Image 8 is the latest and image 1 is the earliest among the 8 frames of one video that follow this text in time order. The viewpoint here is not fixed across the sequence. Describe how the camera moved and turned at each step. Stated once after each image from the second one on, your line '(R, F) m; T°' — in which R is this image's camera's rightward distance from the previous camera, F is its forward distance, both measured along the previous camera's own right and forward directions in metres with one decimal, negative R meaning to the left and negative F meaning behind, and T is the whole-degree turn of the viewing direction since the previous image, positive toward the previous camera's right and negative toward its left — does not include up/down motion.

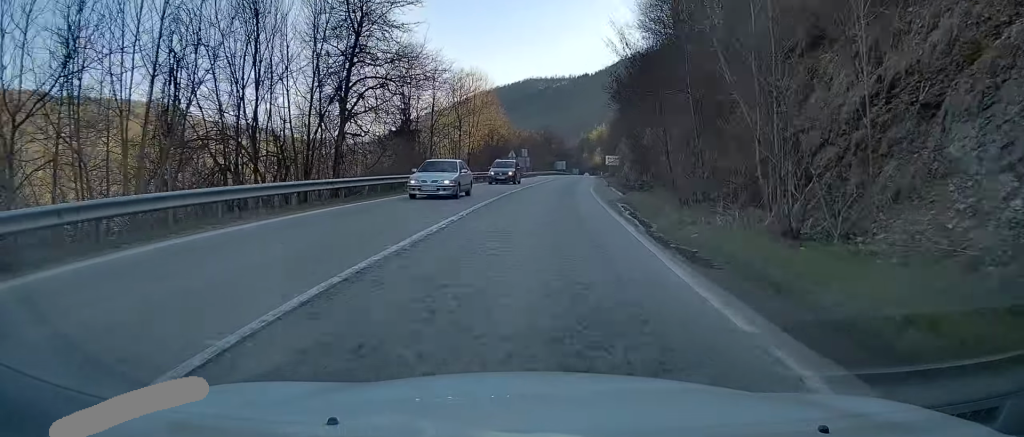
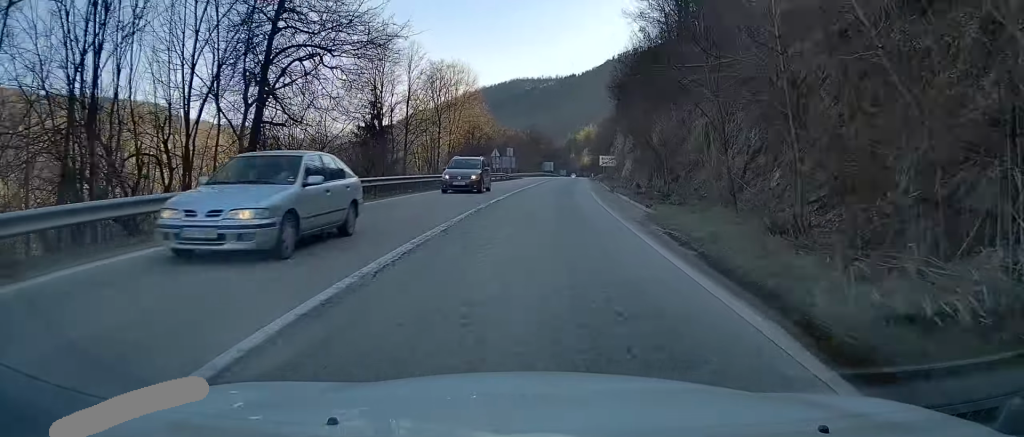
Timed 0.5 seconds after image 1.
(+0.1, +8.5) m; +1°
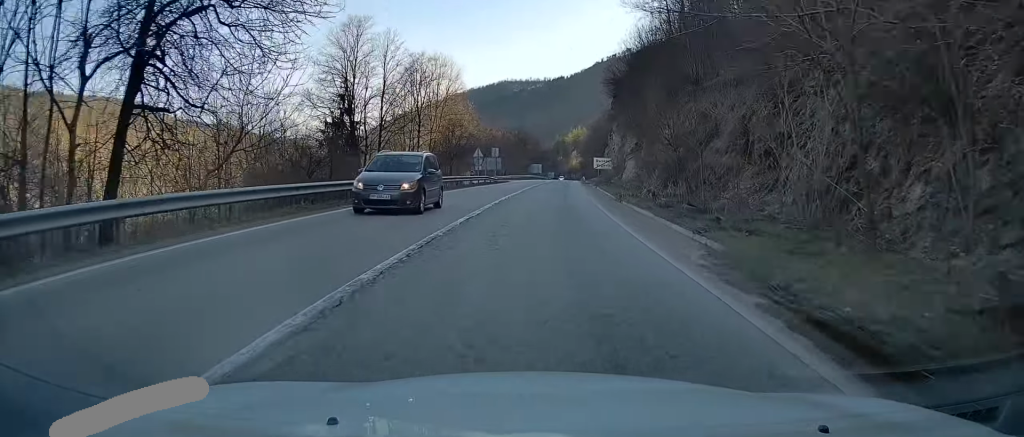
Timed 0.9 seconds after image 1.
(+0.2, +7.3) m; +1°
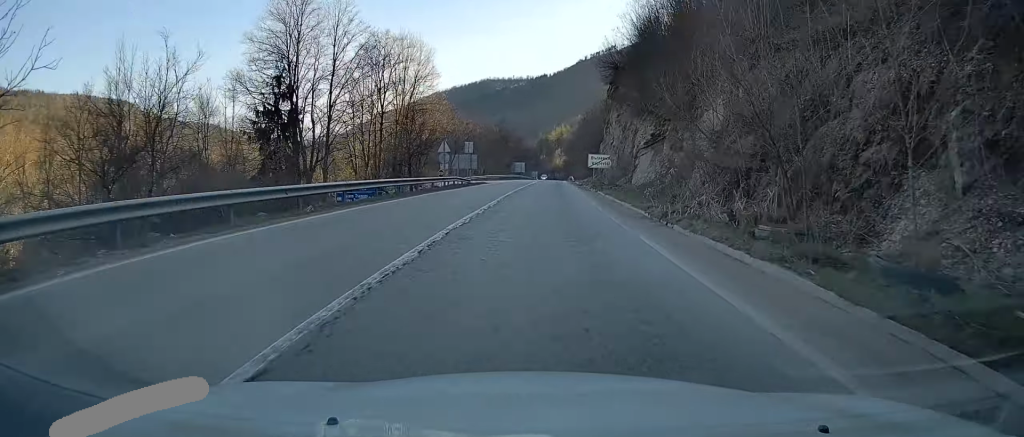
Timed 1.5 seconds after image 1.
(+0.2, +12.3) m; +1°
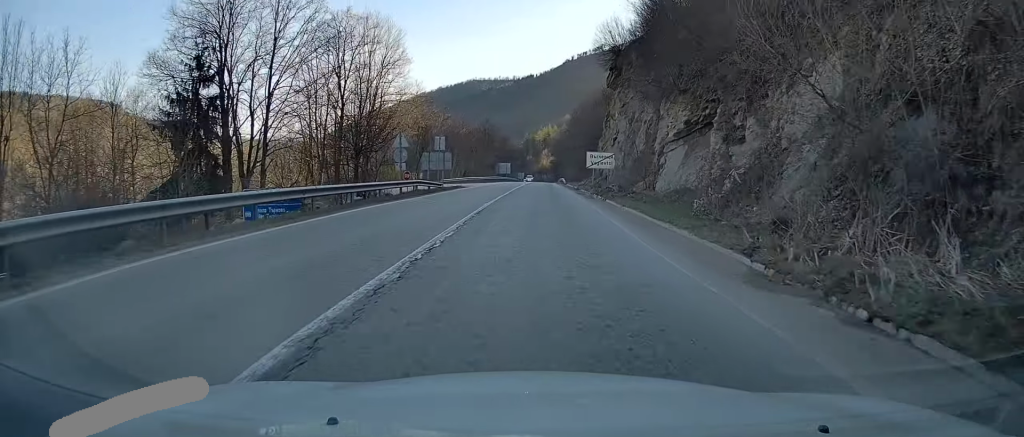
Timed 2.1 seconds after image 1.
(0.0, +10.6) m; +1°
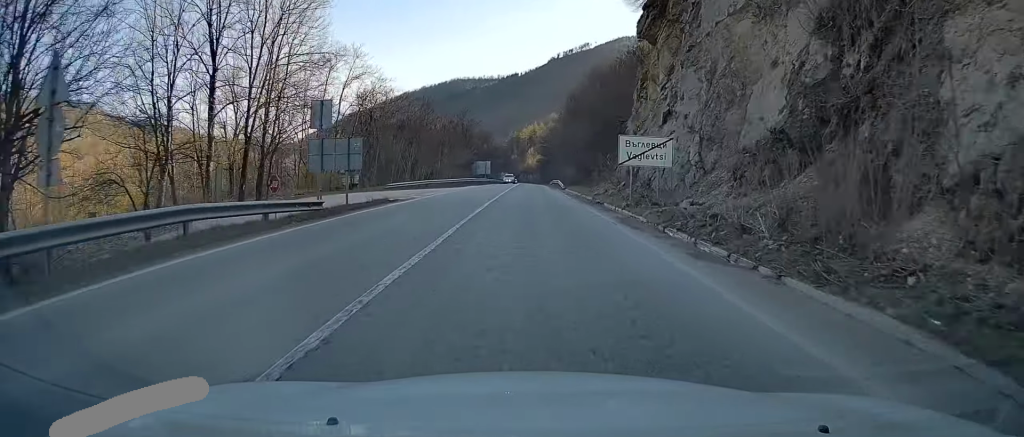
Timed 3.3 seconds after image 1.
(+0.3, +23.2) m; +1°
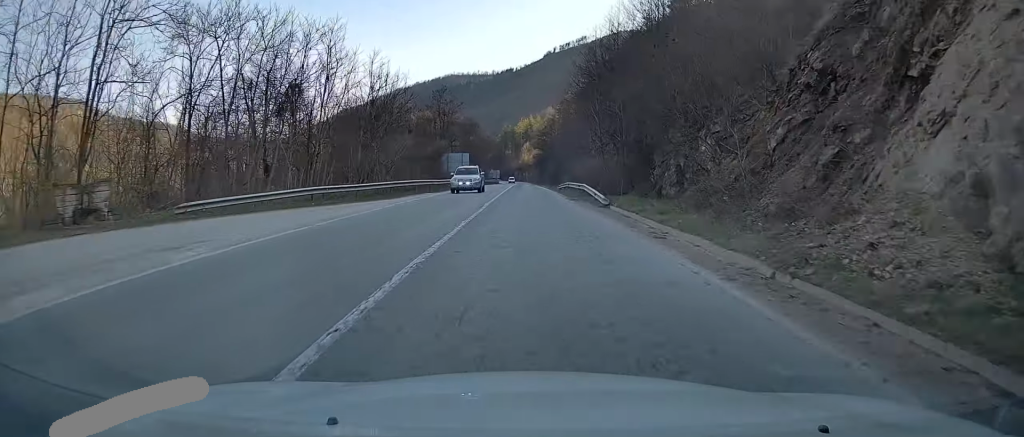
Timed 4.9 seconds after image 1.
(+0.2, +33.4) m; +1°
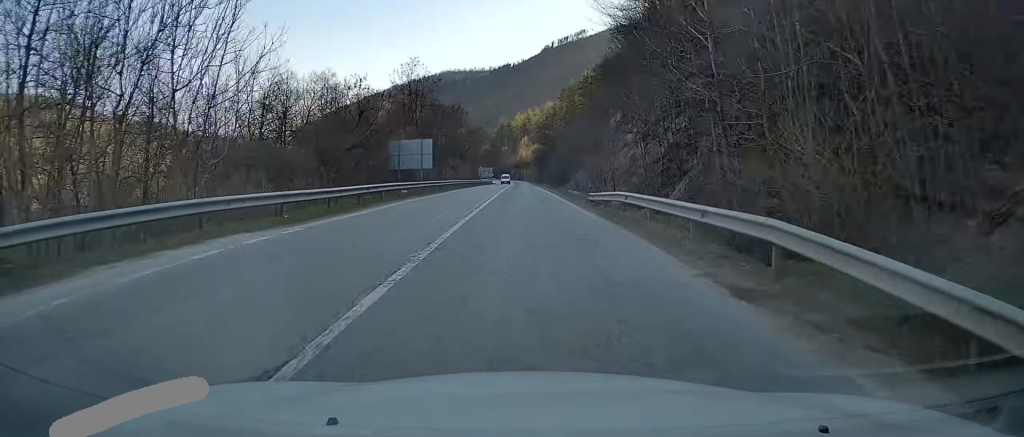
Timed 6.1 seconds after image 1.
(+0.3, +27.2) m; 0°
